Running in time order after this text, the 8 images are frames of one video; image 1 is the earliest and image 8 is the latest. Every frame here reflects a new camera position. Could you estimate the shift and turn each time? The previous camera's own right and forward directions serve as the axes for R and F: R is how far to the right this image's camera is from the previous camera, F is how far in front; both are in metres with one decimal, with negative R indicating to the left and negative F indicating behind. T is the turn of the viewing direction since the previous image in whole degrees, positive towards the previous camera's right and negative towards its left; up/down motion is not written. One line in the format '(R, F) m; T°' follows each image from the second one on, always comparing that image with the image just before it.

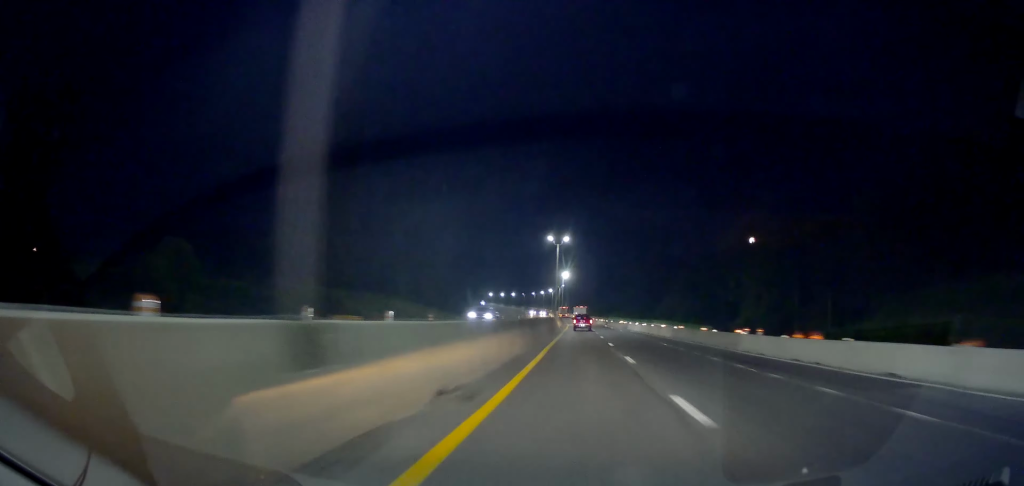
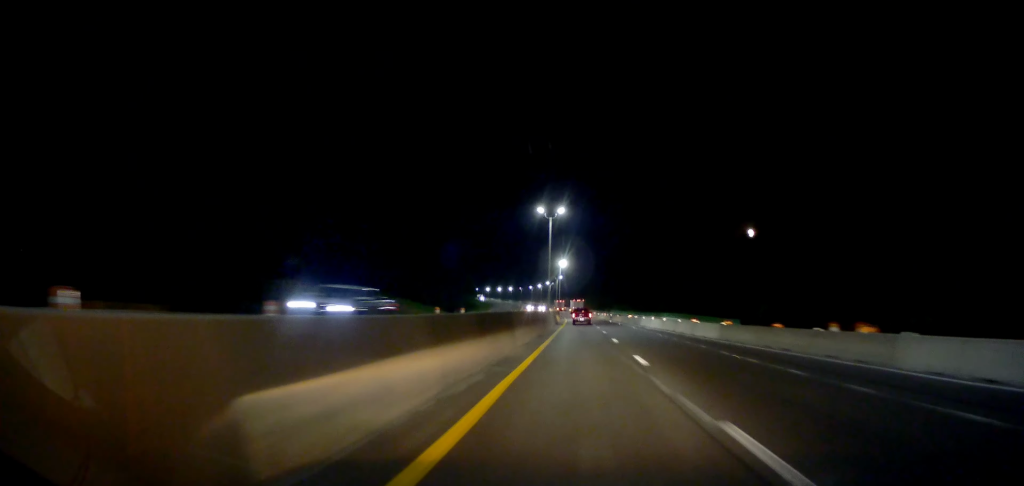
(-0.1, +16.0) m; 0°
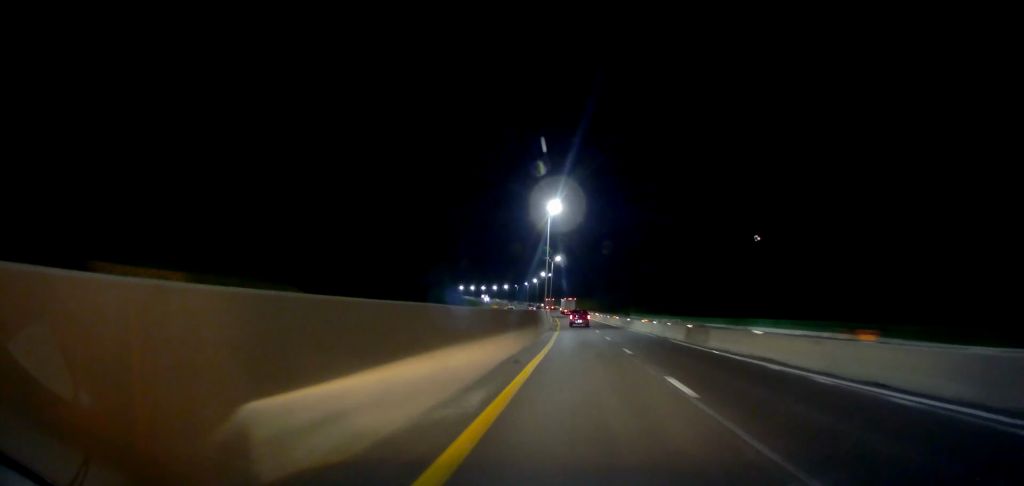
(+0.2, +65.9) m; +1°
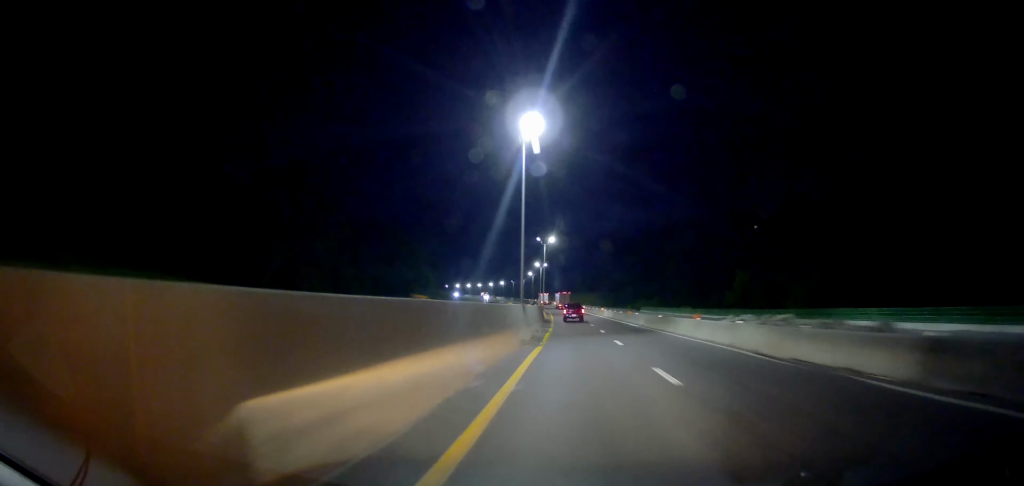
(+0.2, +23.6) m; 0°
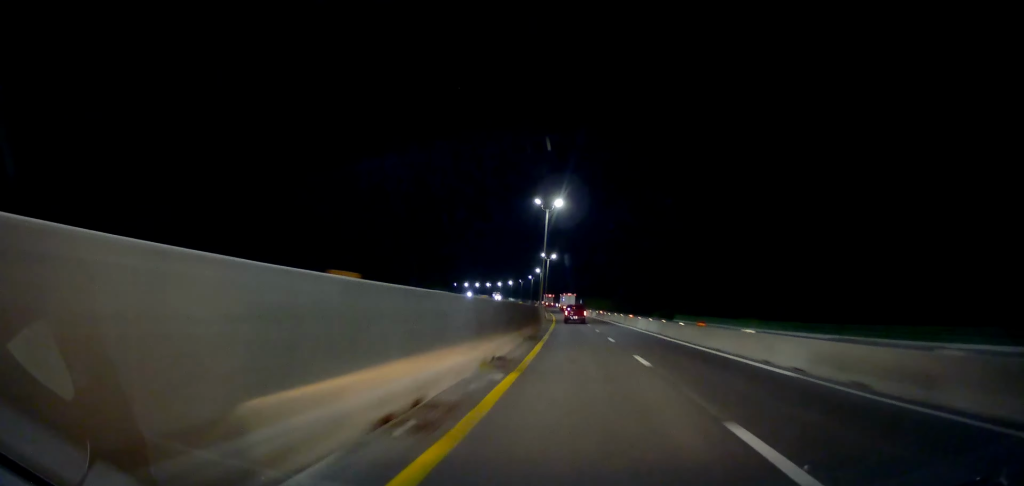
(-0.3, +31.7) m; -1°
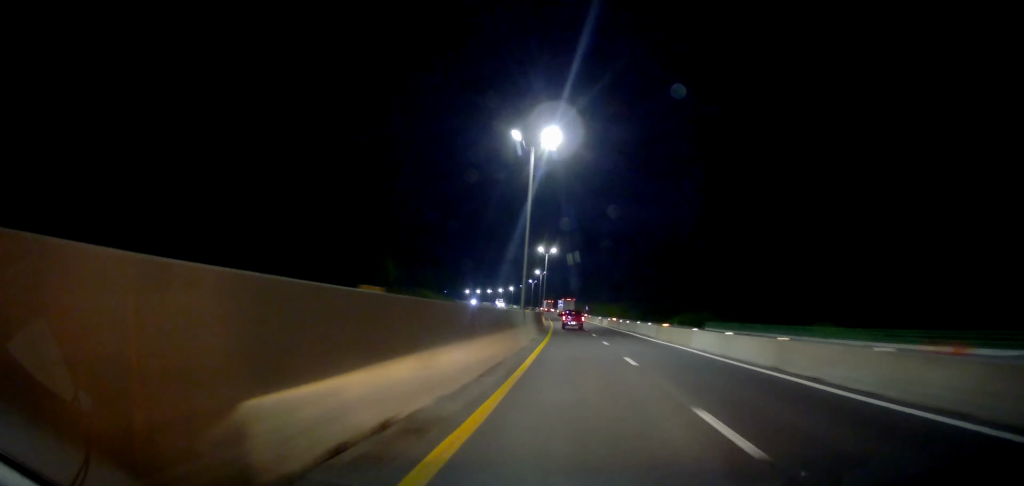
(-0.2, +22.2) m; -1°
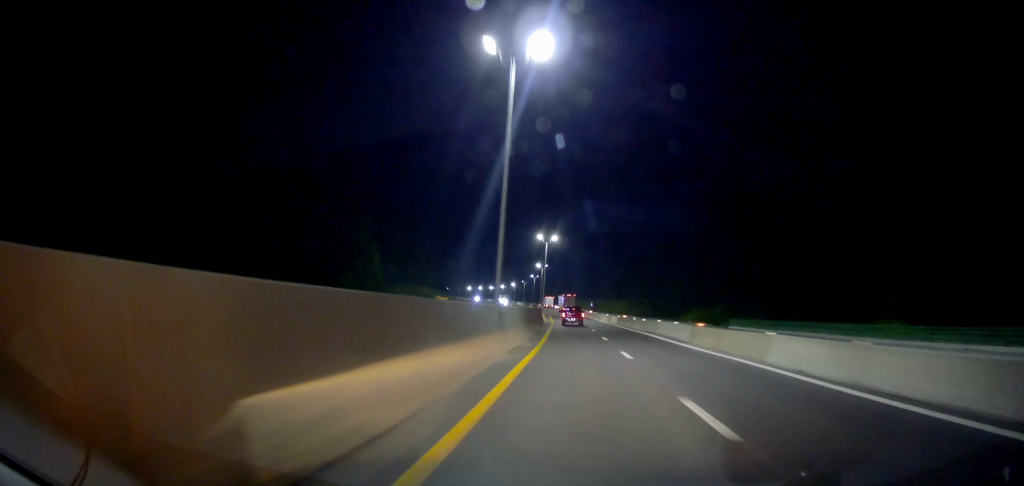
(0.0, +12.0) m; 0°
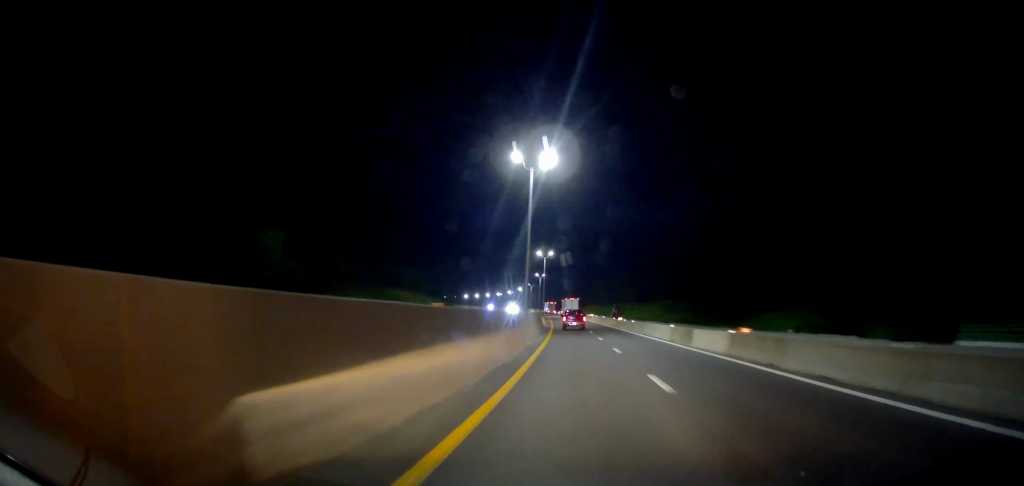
(-0.4, +44.4) m; -1°
